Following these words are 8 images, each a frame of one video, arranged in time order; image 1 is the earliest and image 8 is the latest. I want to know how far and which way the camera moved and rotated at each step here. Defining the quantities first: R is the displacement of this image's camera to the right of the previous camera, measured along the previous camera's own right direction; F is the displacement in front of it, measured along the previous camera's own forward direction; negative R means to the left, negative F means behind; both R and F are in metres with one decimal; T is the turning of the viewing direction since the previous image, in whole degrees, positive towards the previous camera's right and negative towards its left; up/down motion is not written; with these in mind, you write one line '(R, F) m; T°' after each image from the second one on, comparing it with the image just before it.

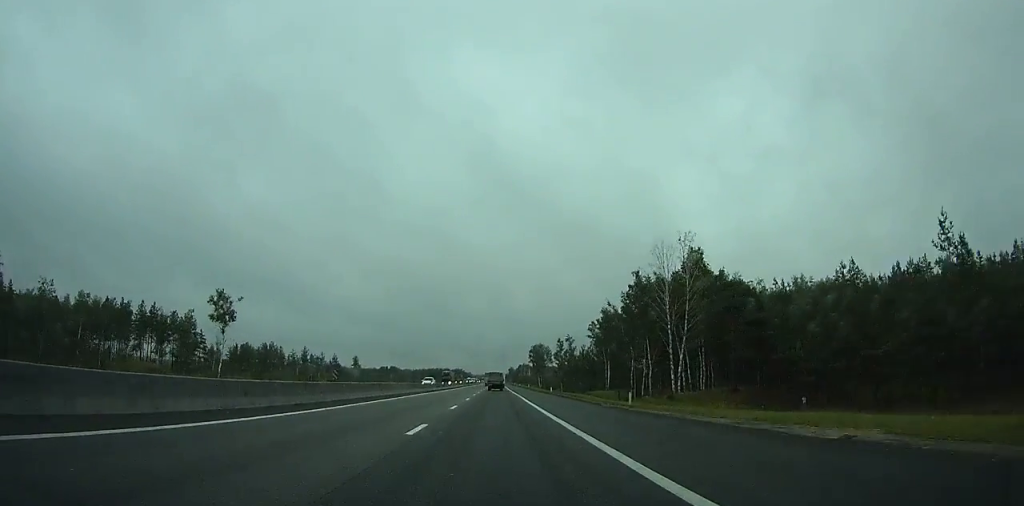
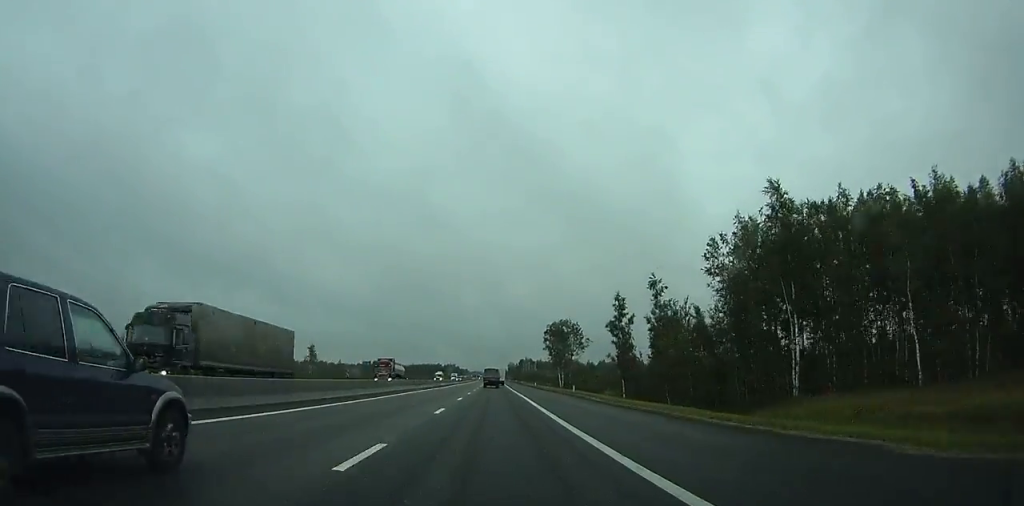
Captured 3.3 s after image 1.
(-0.1, +77.0) m; 0°
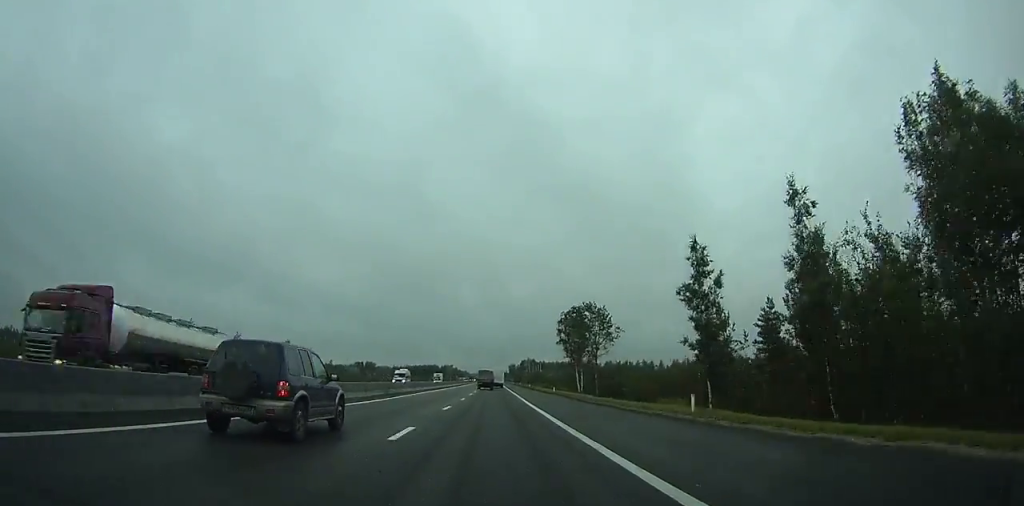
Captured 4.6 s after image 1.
(0.0, +31.9) m; 0°
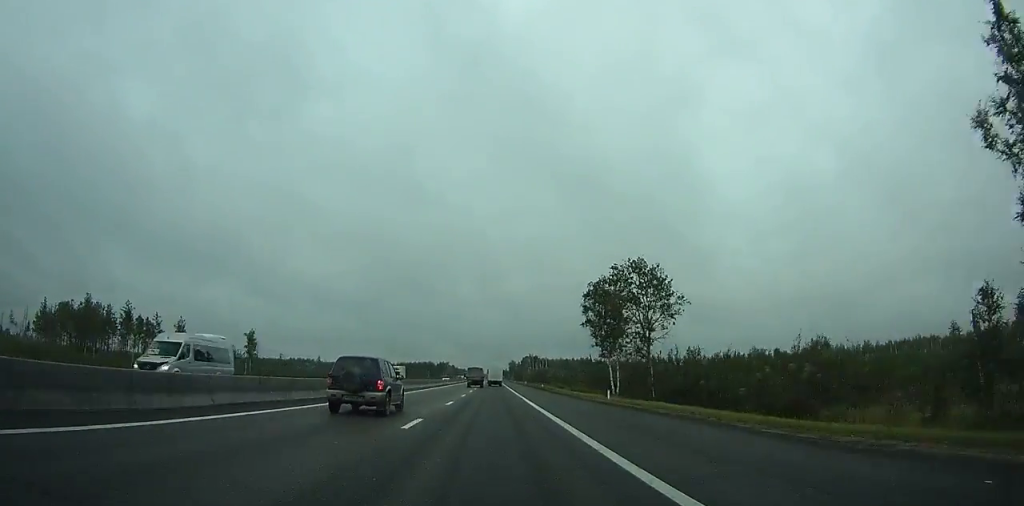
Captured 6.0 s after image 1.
(0.0, +34.0) m; 0°
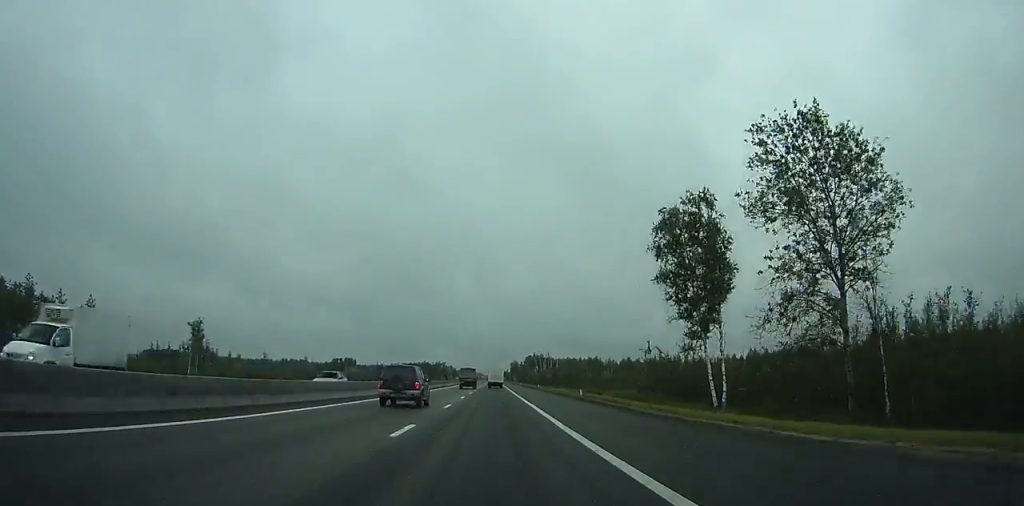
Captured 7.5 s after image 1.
(0.0, +37.4) m; 0°
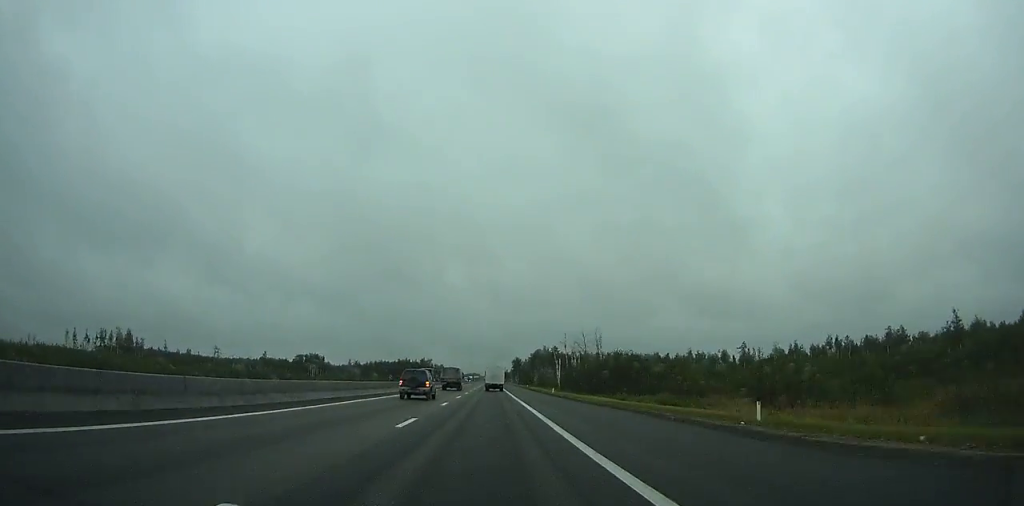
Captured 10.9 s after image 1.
(-0.1, +82.1) m; 0°
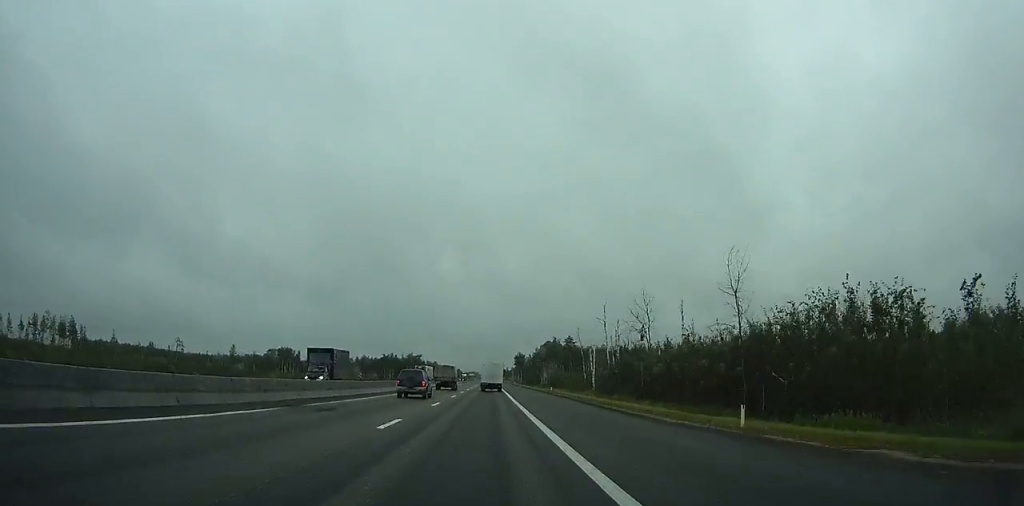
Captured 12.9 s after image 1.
(+0.1, +49.3) m; 0°
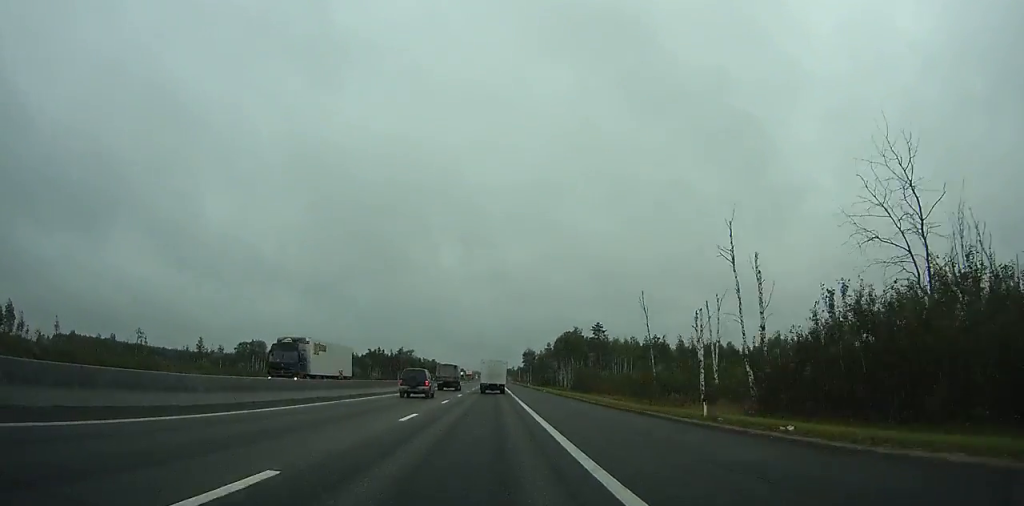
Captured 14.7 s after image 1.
(0.0, +45.8) m; 0°
